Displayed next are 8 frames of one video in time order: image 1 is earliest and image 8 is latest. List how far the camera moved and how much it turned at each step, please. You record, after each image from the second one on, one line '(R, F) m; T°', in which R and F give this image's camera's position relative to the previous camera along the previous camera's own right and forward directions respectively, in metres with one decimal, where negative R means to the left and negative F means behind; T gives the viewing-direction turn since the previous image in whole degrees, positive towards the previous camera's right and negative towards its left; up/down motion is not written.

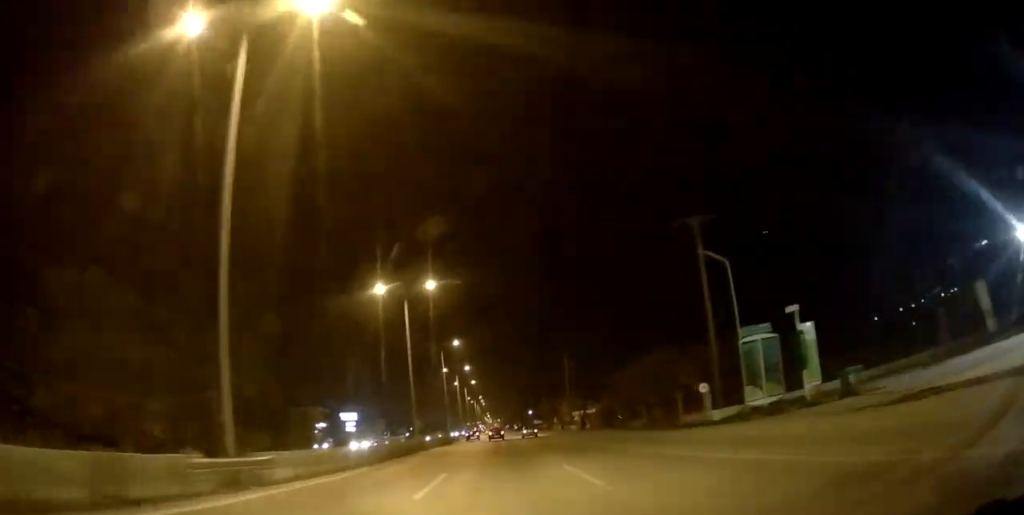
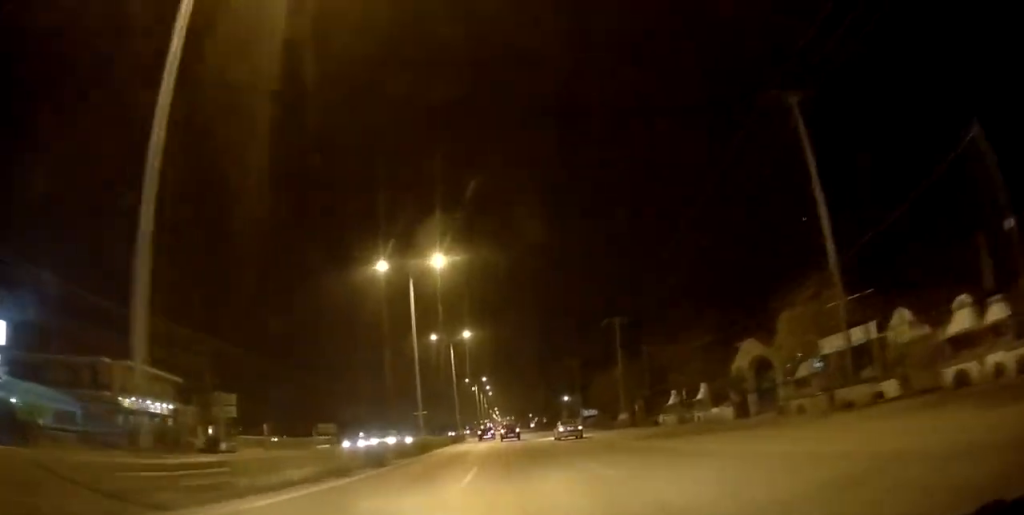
(-2.1, +70.0) m; -1°
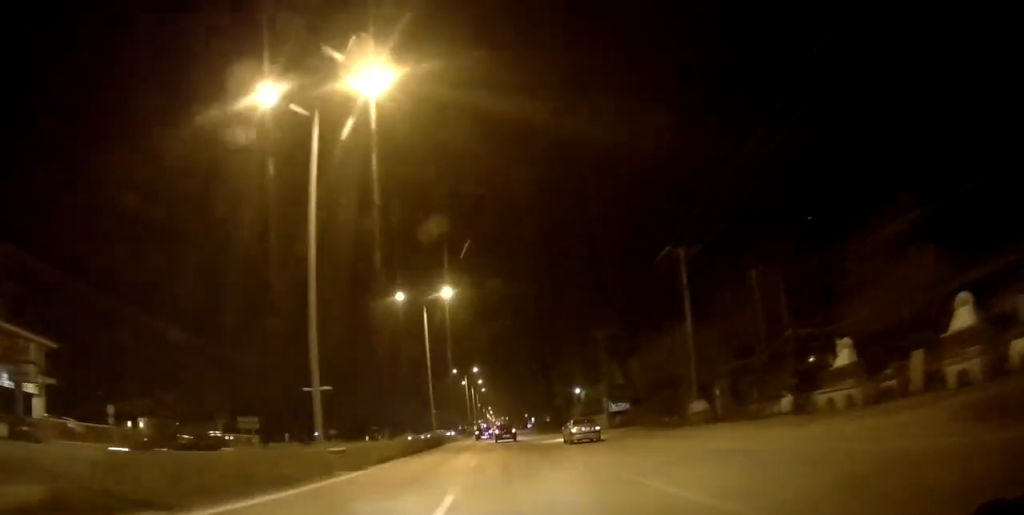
(+0.7, +22.6) m; +2°
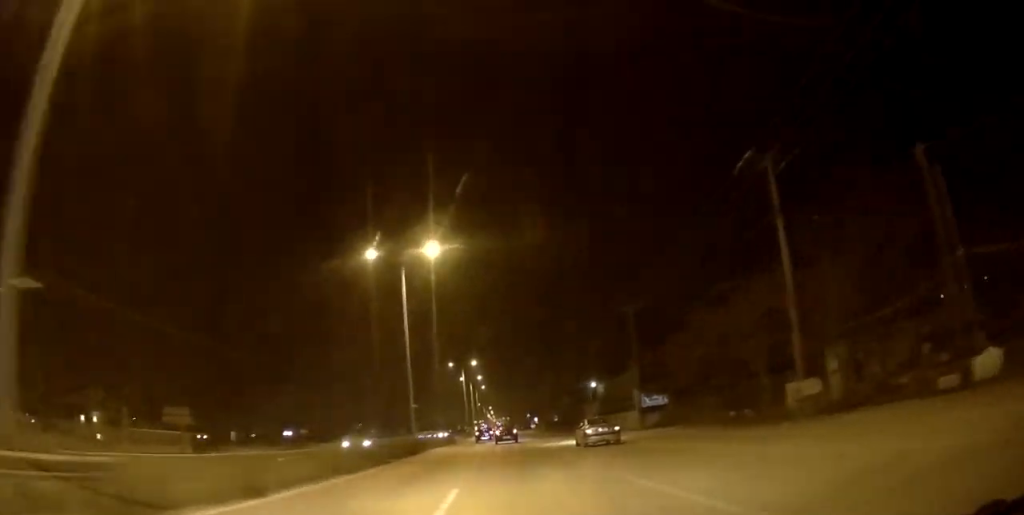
(+1.1, +13.2) m; 0°
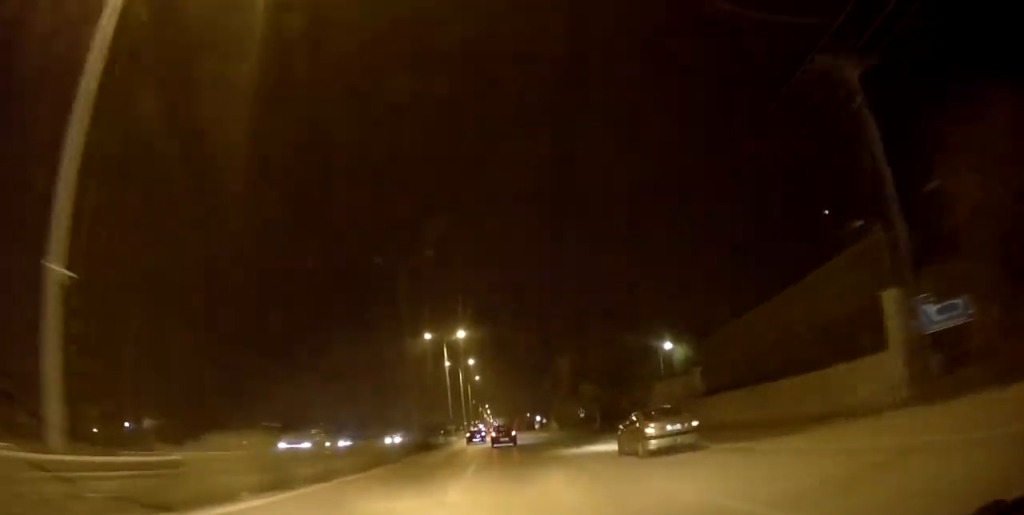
(-2.8, +31.5) m; -5°
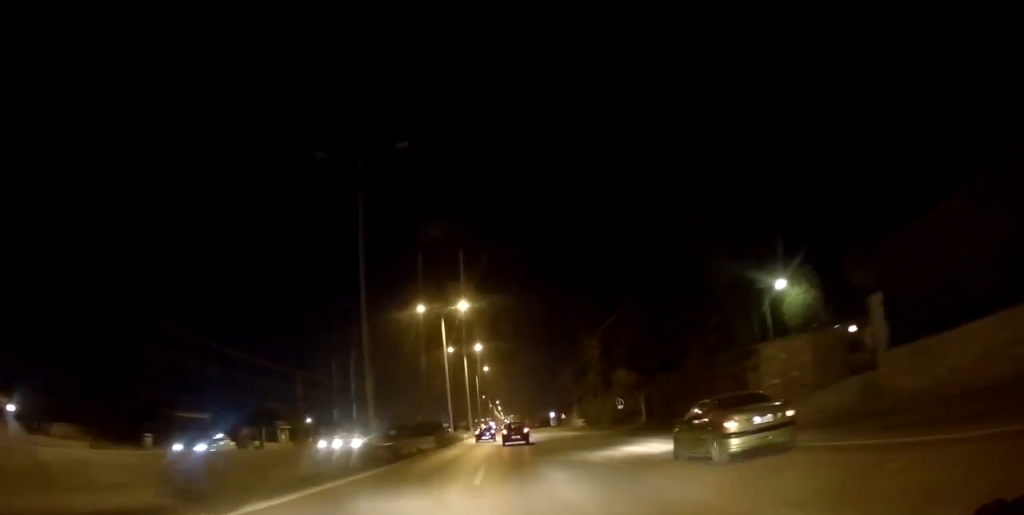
(0.0, +15.4) m; 0°
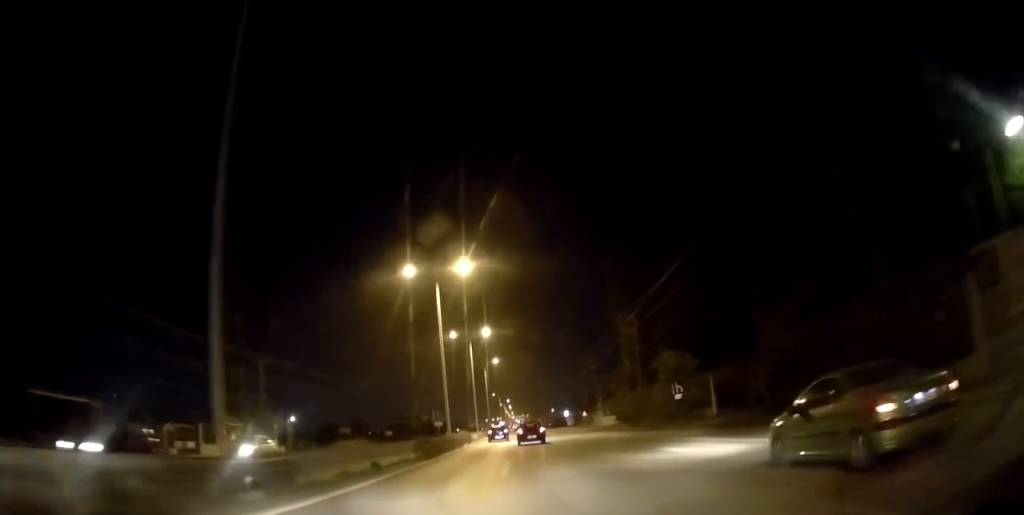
(0.0, +13.9) m; +1°
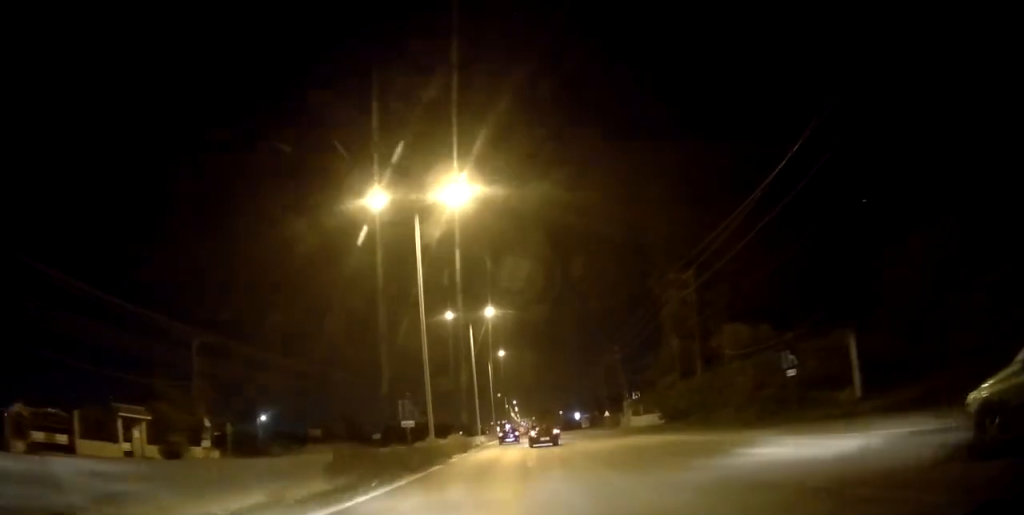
(+0.1, +14.4) m; 0°
